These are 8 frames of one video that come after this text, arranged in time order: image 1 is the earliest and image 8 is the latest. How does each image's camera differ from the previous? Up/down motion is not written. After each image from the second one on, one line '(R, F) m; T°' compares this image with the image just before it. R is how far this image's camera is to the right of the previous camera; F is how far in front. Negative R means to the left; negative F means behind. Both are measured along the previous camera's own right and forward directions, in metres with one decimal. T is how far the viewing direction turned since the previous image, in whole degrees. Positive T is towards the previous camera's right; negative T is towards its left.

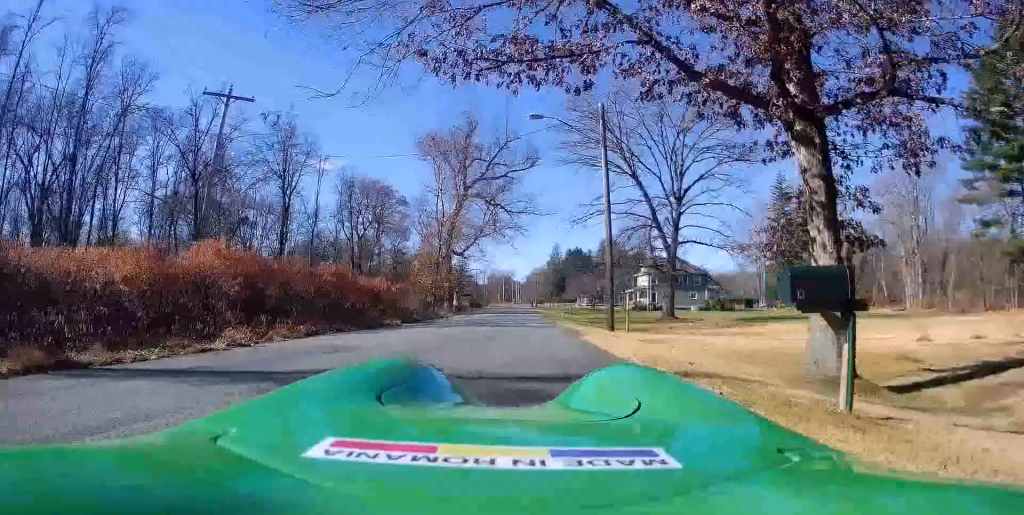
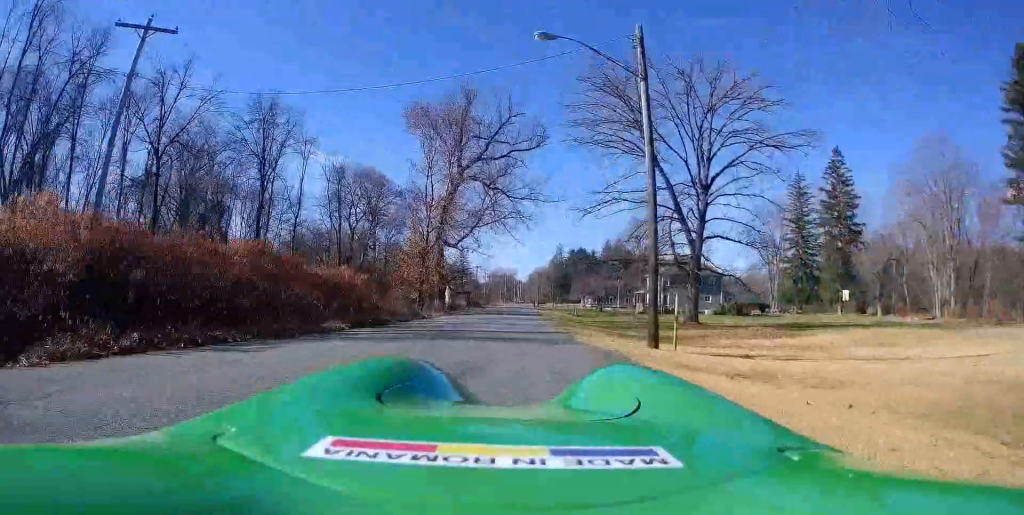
(0.0, +7.6) m; 0°
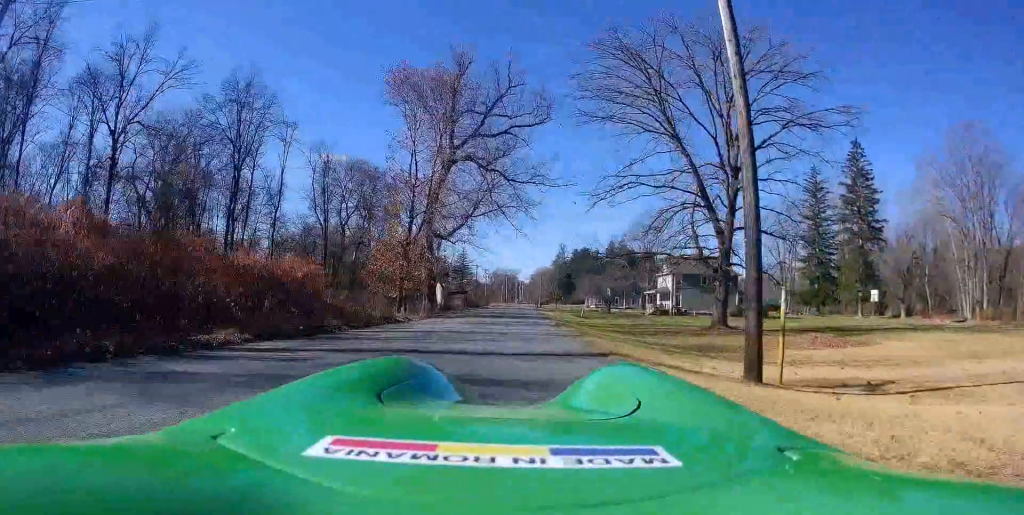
(0.0, +7.2) m; -1°
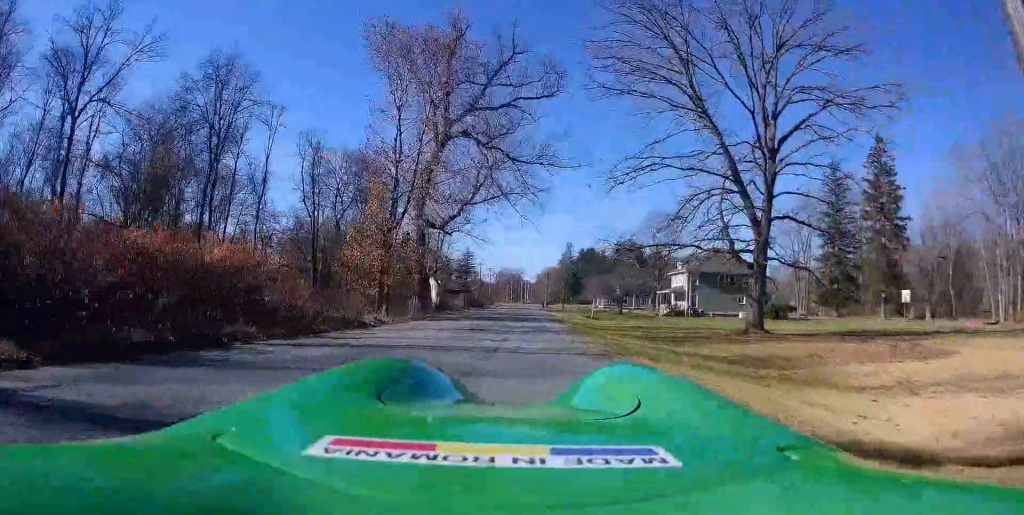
(+0.1, +5.9) m; -1°
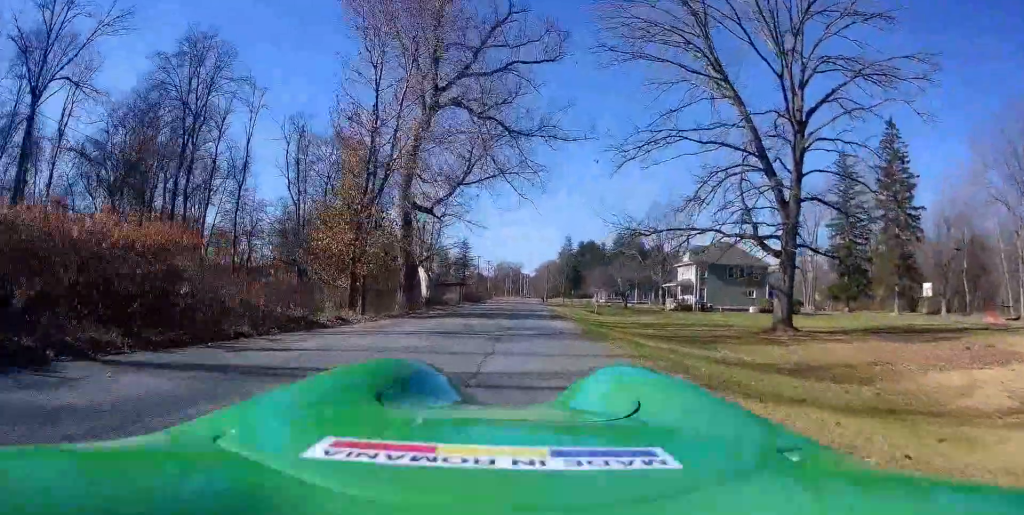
(-0.1, +4.2) m; -1°
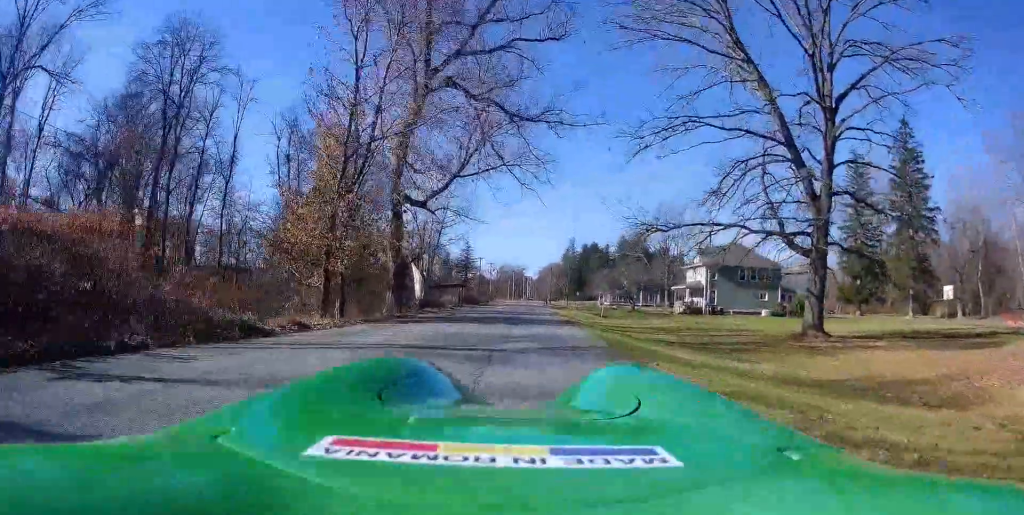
(-0.1, +3.4) m; -1°
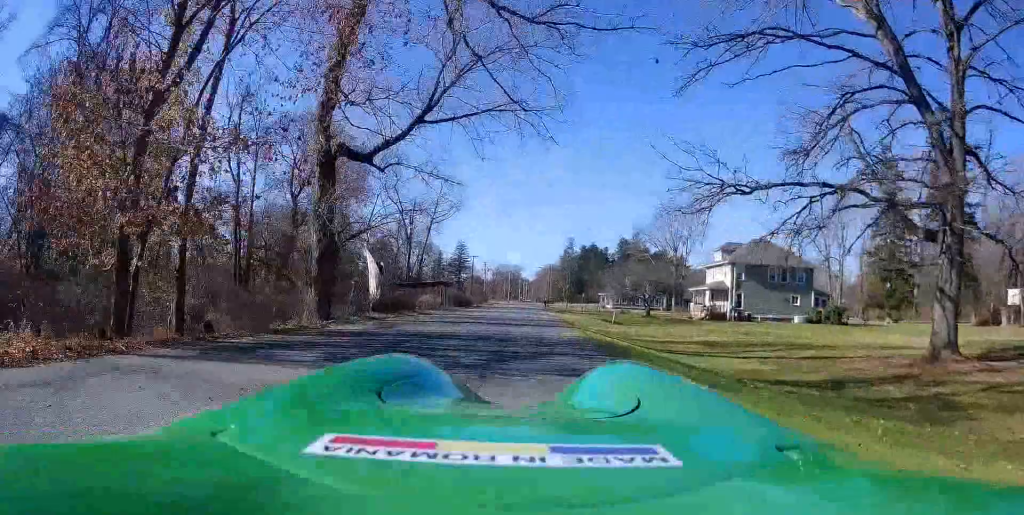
(-0.1, +10.4) m; +1°
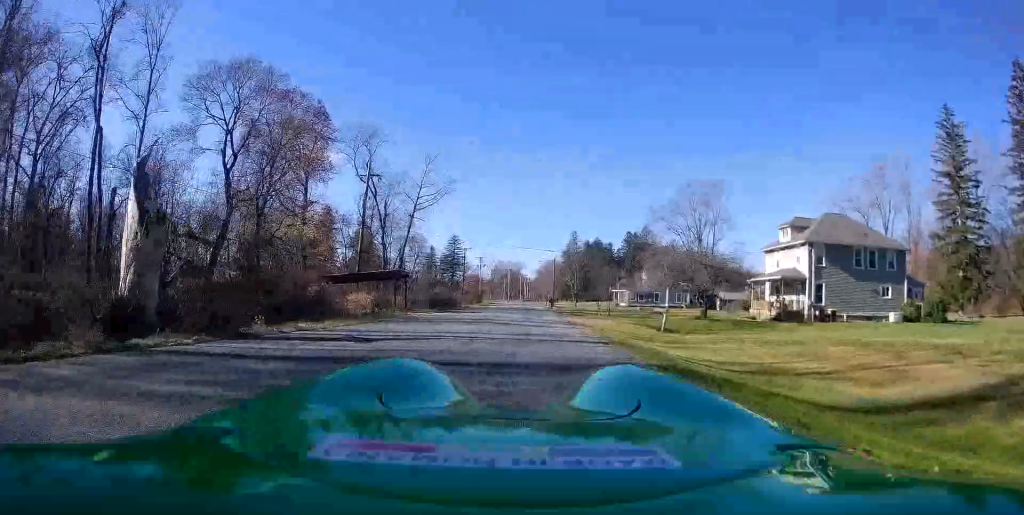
(+0.4, +18.4) m; +1°
